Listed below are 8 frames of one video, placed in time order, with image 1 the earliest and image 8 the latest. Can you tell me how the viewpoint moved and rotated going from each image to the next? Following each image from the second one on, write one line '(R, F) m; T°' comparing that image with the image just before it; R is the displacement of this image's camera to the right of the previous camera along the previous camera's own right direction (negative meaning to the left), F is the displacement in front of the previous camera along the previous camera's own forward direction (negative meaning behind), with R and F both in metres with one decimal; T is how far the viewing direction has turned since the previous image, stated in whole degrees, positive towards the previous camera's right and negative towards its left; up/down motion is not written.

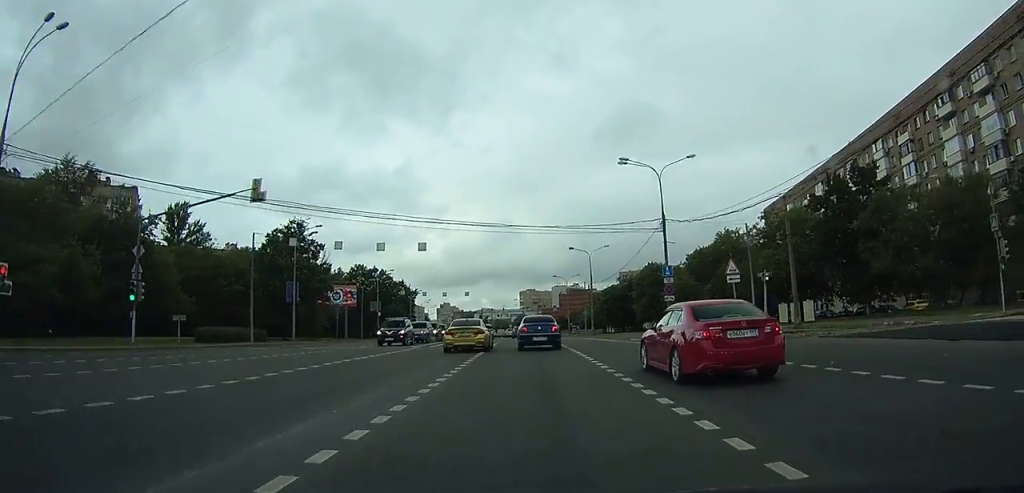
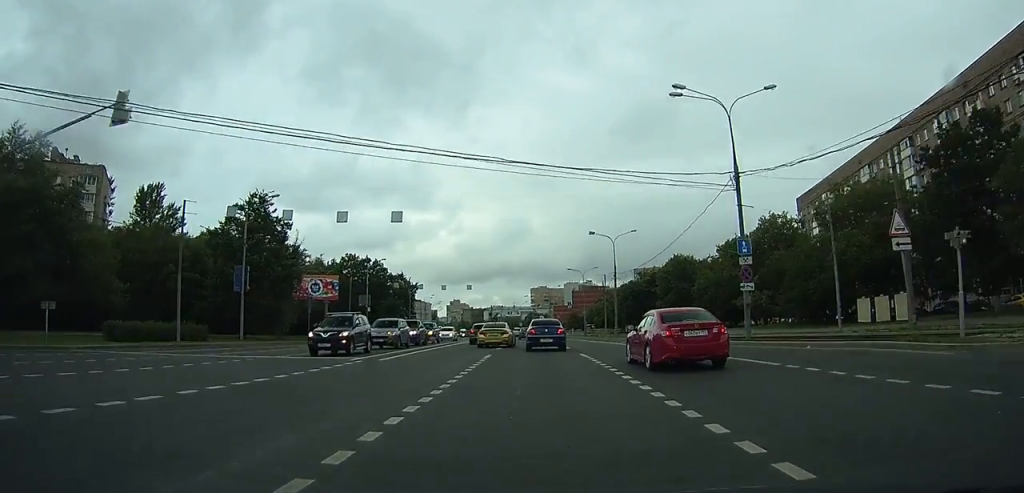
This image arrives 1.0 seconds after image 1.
(0.0, +13.2) m; 0°
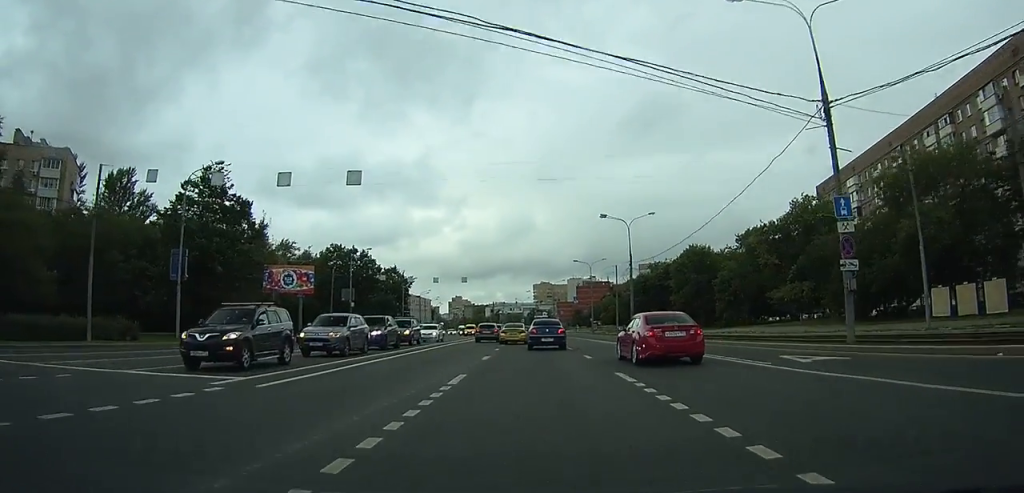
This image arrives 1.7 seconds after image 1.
(0.0, +9.4) m; 0°
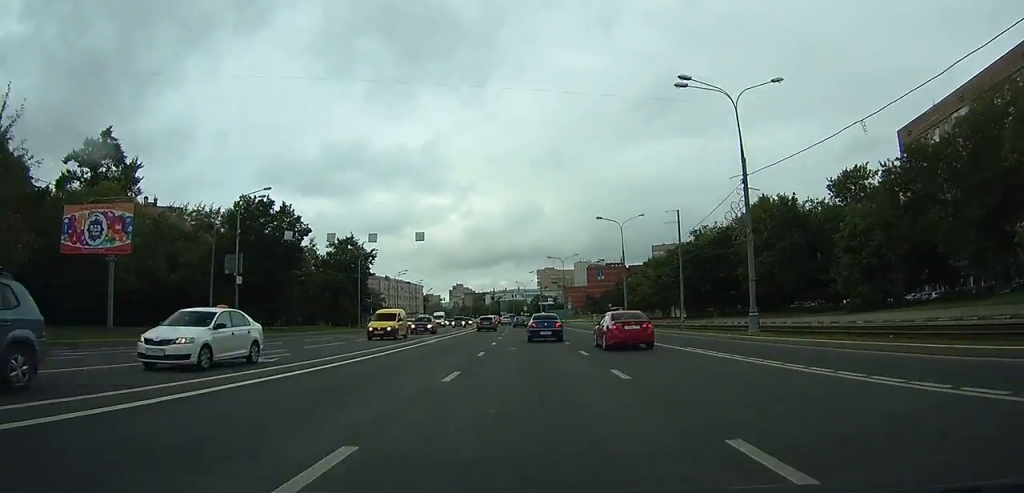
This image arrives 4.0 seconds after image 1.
(0.0, +32.2) m; 0°
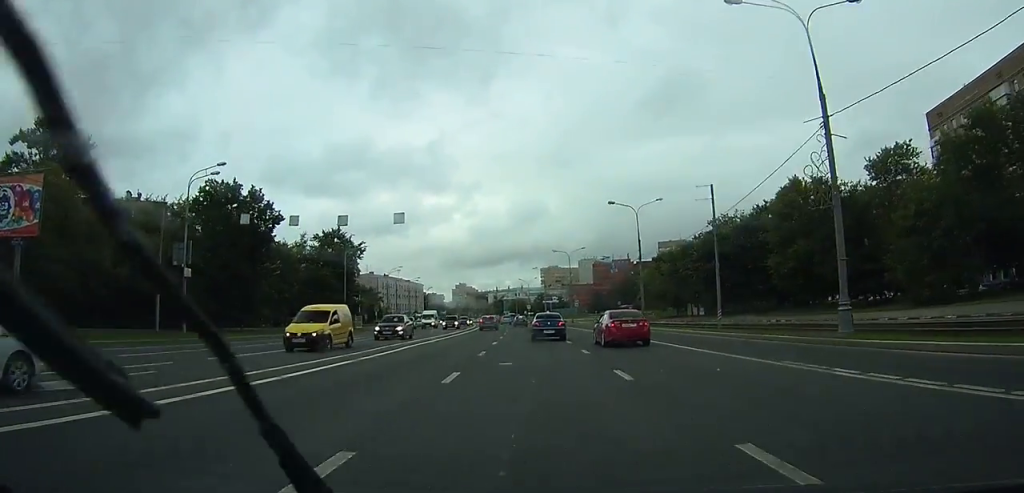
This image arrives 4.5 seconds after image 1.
(0.0, +8.2) m; 0°
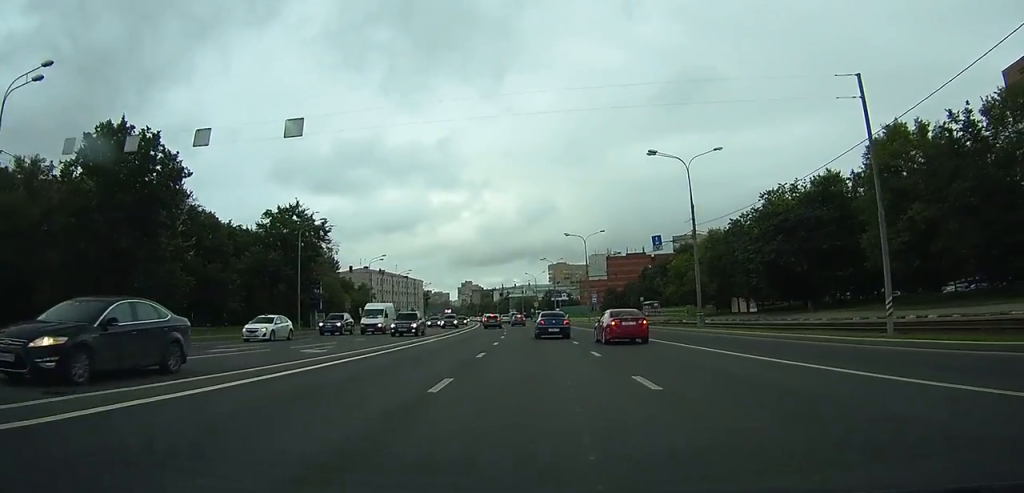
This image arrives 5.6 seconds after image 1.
(-0.2, +17.8) m; -1°
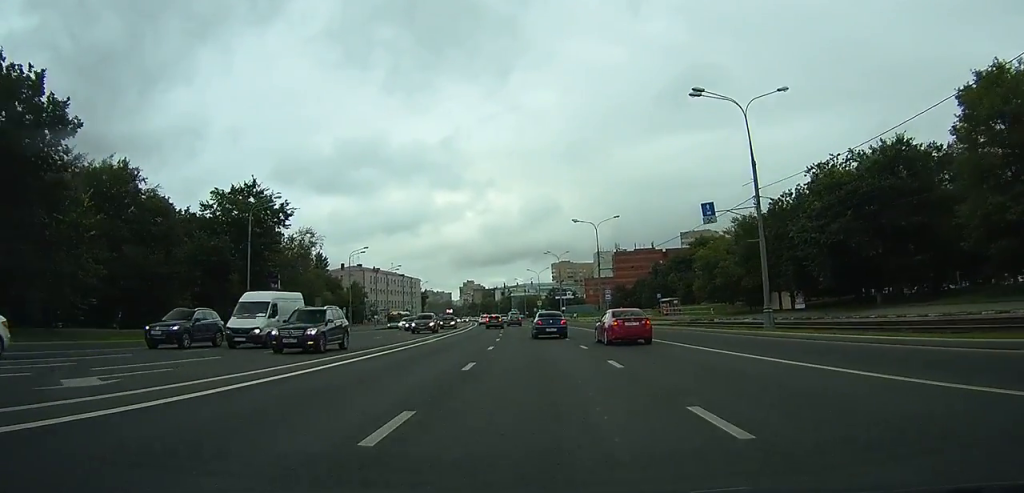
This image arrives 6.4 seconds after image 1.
(0.0, +11.7) m; 0°
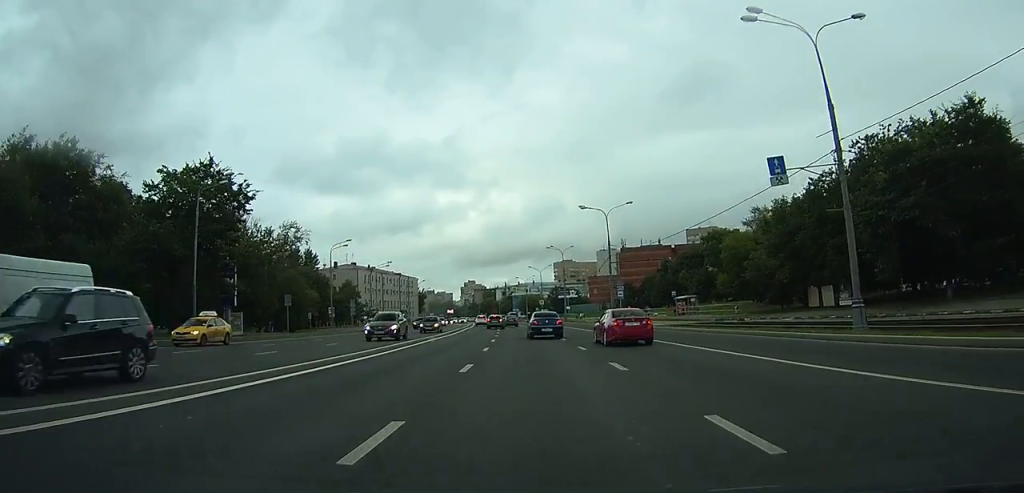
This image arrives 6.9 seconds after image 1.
(0.0, +8.6) m; 0°
